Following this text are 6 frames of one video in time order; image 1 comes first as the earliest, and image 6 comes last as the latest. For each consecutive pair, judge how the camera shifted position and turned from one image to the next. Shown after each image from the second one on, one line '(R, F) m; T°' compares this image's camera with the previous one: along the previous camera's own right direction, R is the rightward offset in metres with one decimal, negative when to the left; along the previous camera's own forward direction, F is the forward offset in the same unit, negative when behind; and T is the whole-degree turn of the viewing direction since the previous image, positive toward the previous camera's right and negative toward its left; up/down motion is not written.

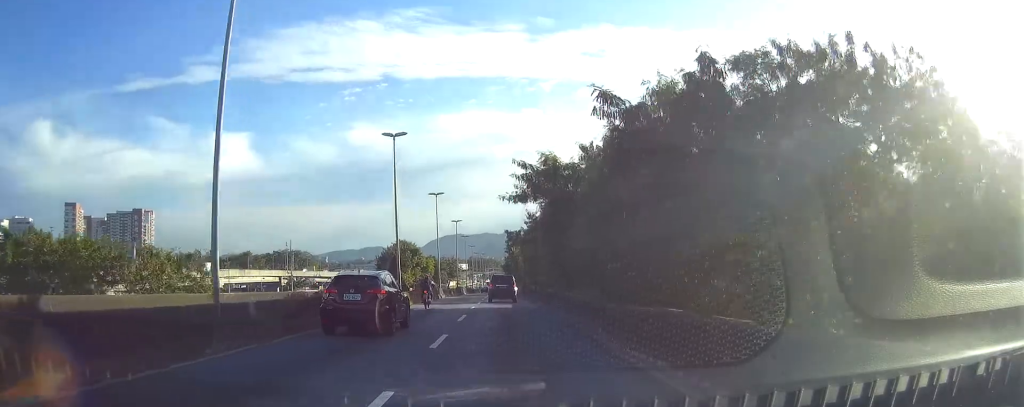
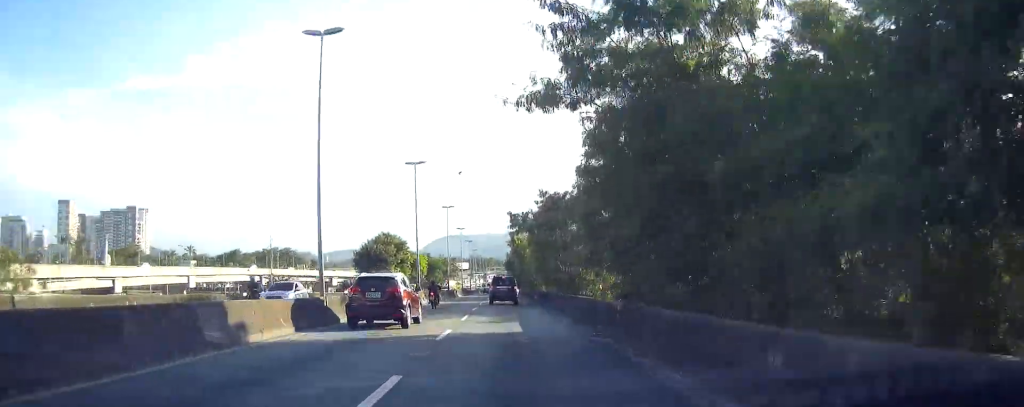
(-0.1, +16.7) m; 0°
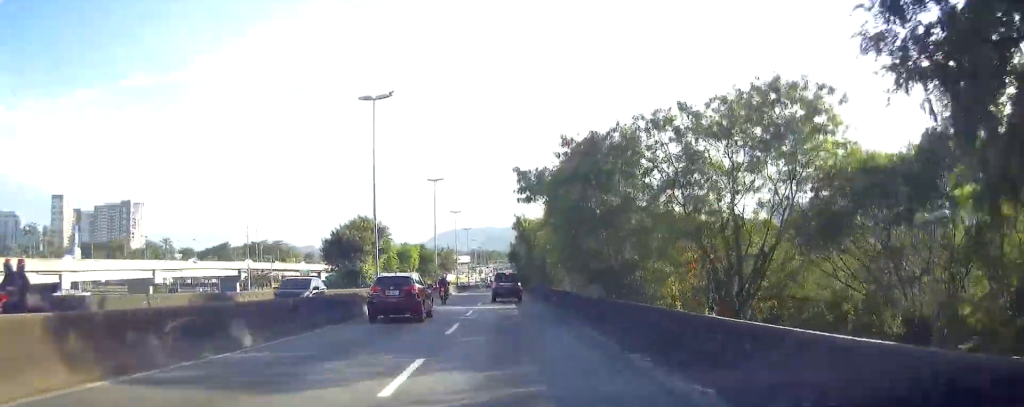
(0.0, +16.3) m; 0°
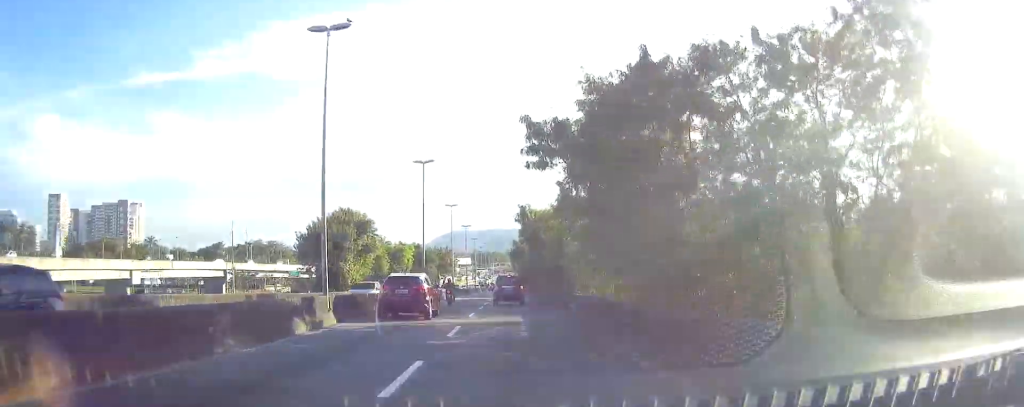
(-0.1, +9.2) m; 0°
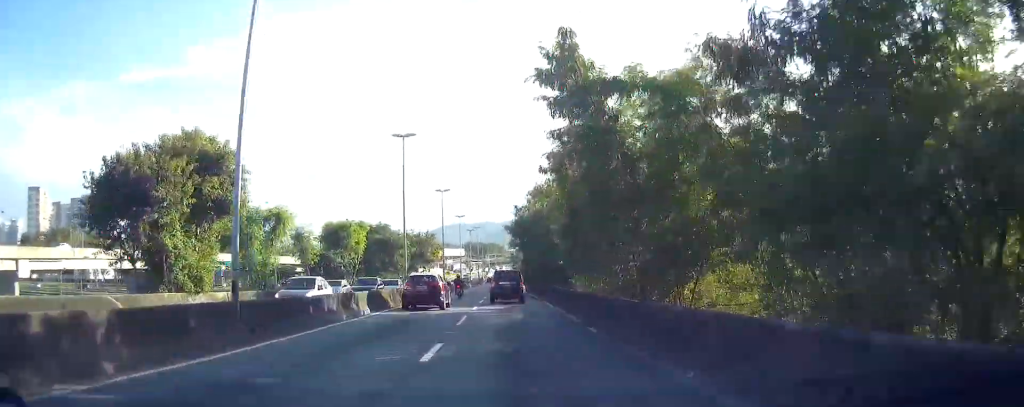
(+0.2, +32.7) m; 0°
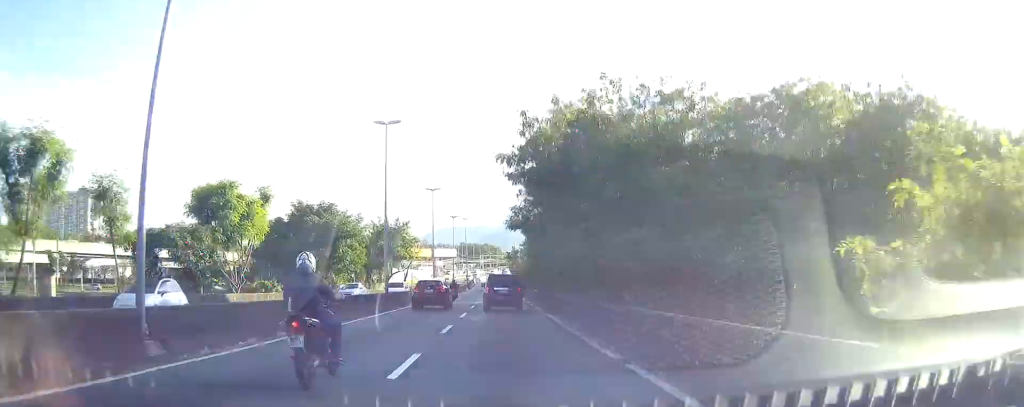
(+0.2, +28.9) m; +1°
